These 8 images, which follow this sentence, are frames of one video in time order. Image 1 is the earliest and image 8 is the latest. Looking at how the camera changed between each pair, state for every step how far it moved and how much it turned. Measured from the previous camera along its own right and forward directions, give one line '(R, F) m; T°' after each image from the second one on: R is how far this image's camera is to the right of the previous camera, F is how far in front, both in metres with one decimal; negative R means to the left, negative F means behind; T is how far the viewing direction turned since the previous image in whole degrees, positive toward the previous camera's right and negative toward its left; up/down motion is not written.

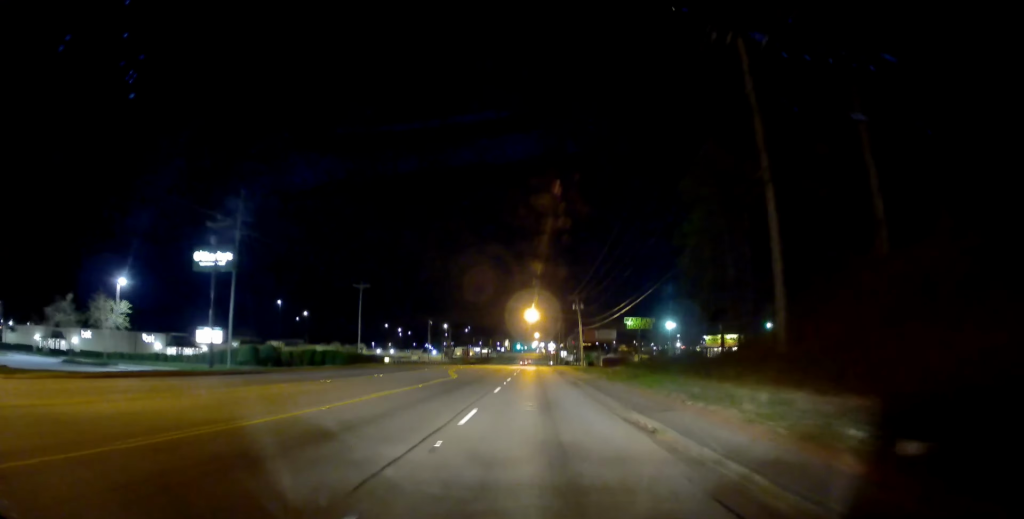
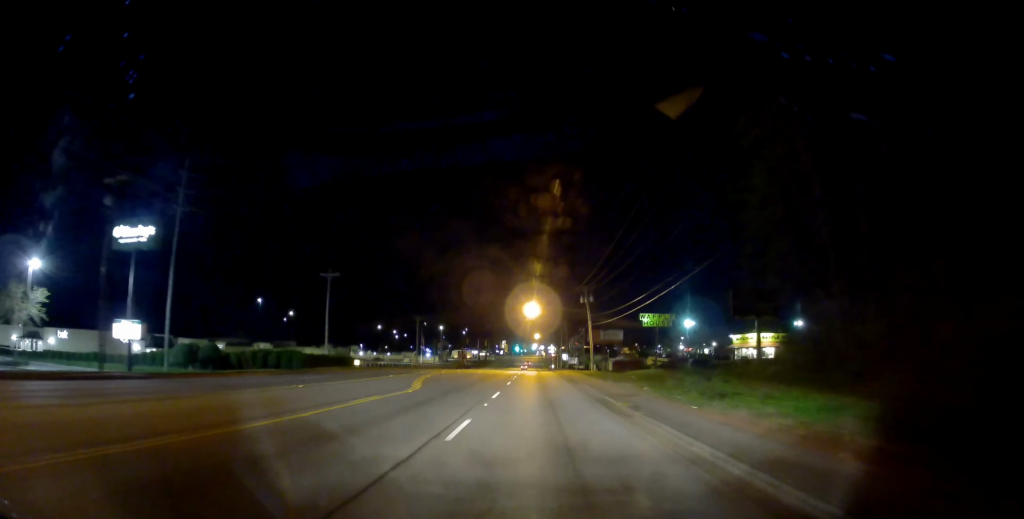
(0.0, +13.4) m; 0°
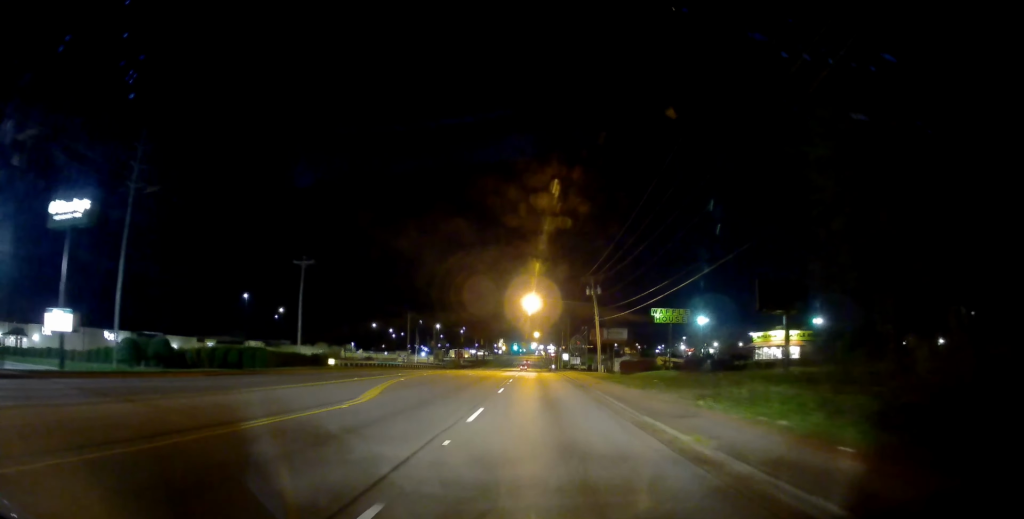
(0.0, +8.3) m; 0°
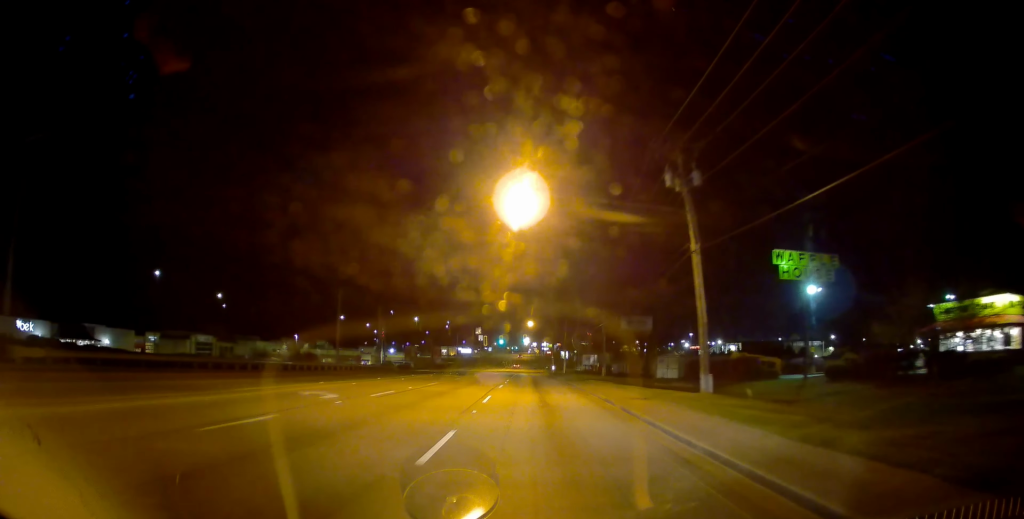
(-0.5, +40.4) m; 0°
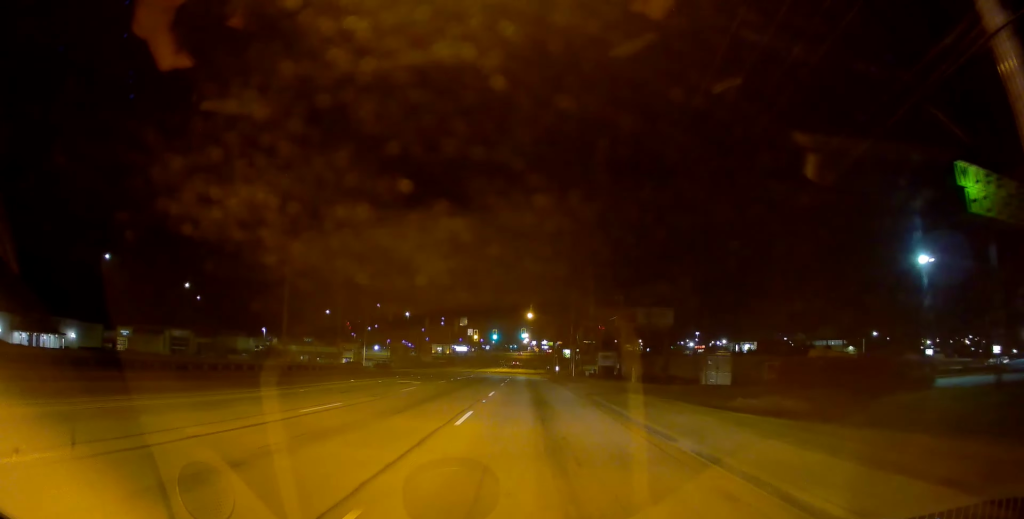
(+0.7, +19.5) m; 0°
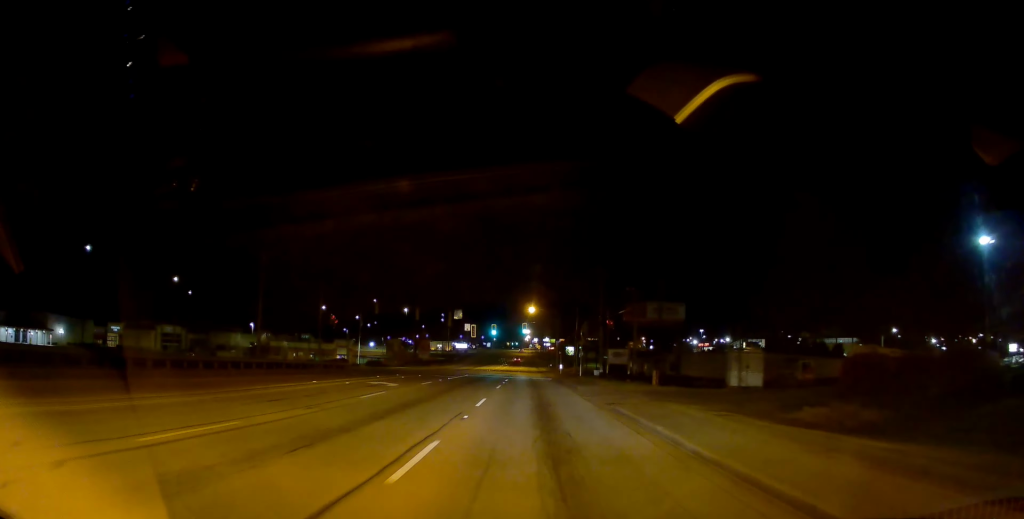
(-0.4, +6.9) m; -1°
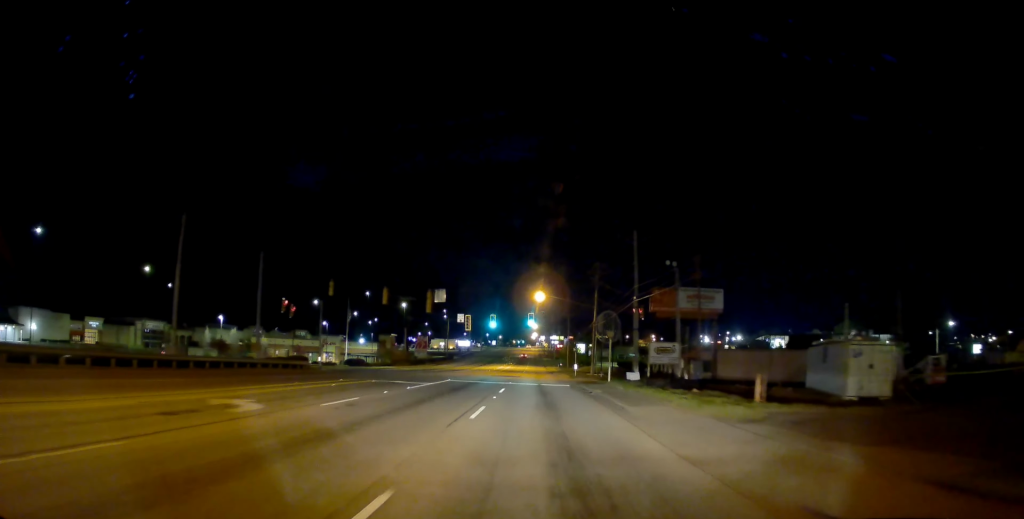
(-0.2, +16.2) m; +1°
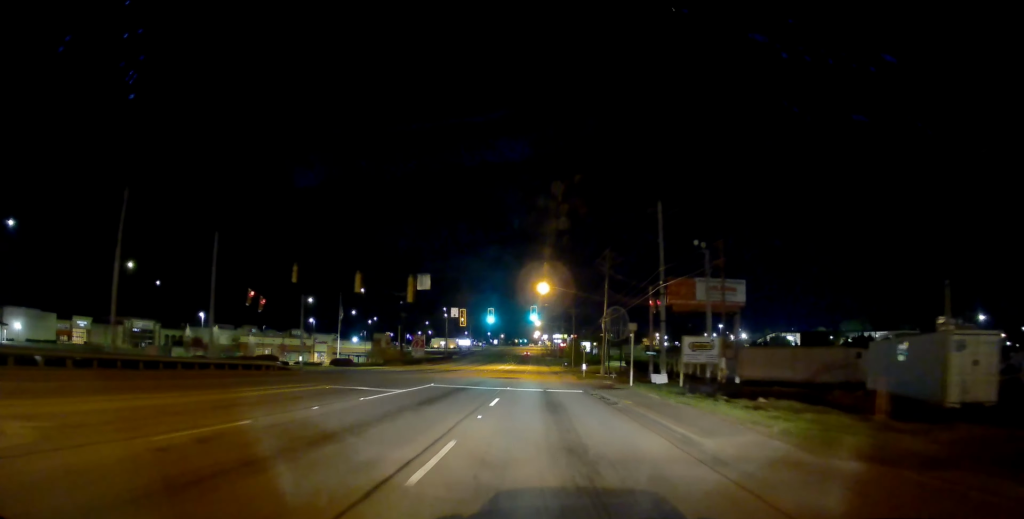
(+0.1, +7.8) m; 0°
